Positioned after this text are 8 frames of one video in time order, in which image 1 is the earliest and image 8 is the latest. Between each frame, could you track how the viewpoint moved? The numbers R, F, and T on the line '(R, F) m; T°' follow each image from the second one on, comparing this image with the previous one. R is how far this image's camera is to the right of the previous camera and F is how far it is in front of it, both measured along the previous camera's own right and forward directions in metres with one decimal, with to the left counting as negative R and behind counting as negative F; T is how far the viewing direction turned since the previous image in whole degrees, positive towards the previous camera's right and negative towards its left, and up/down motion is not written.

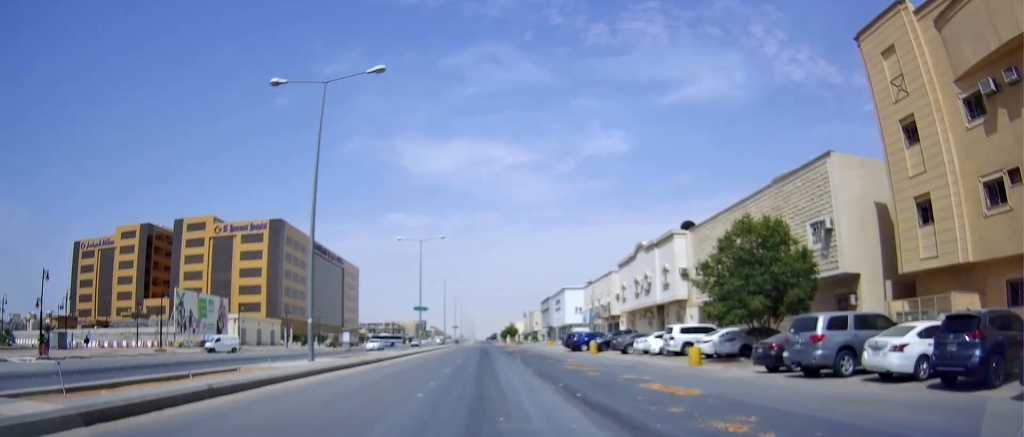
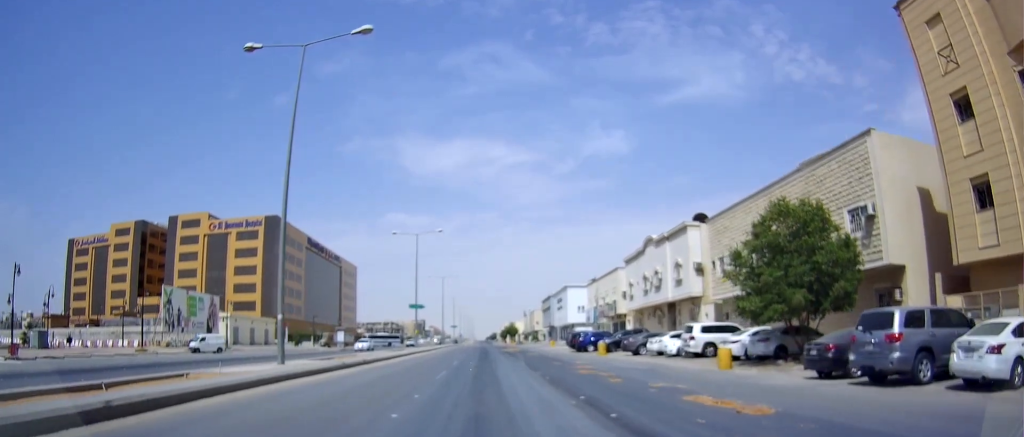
(+0.1, +3.3) m; -1°
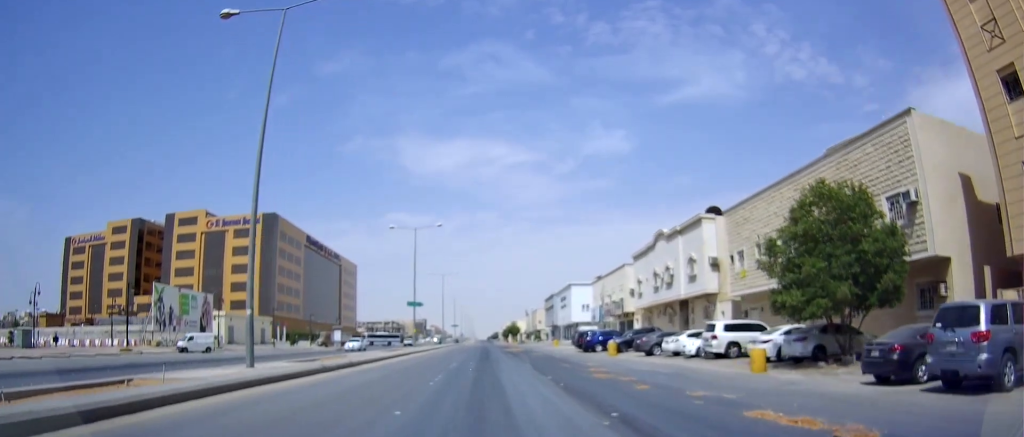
(+0.1, +2.7) m; -1°
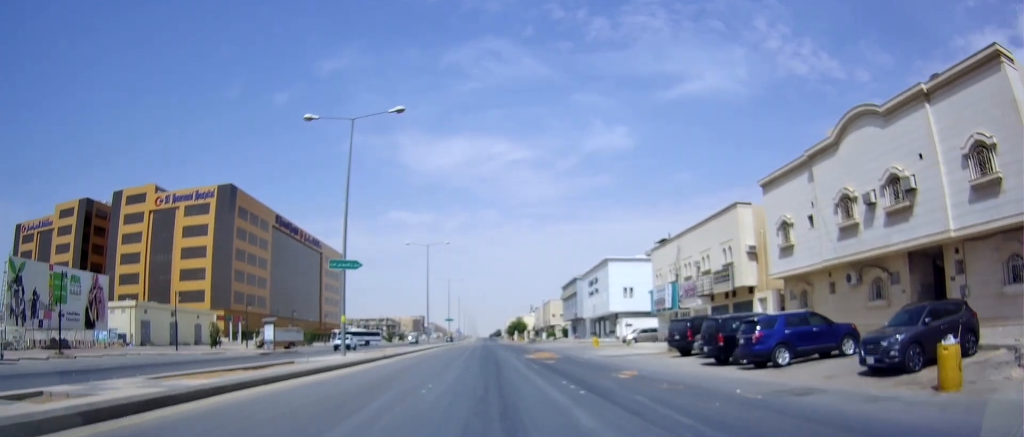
(-0.7, +29.6) m; 0°
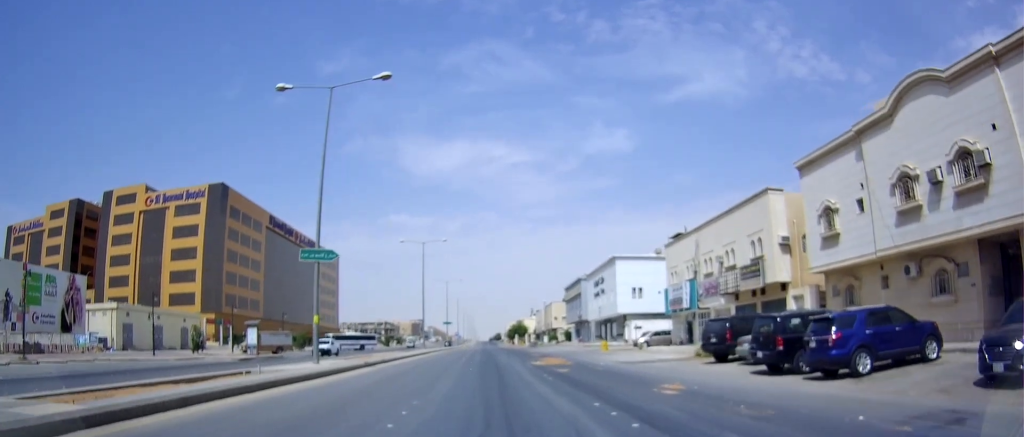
(-0.1, +4.6) m; -1°
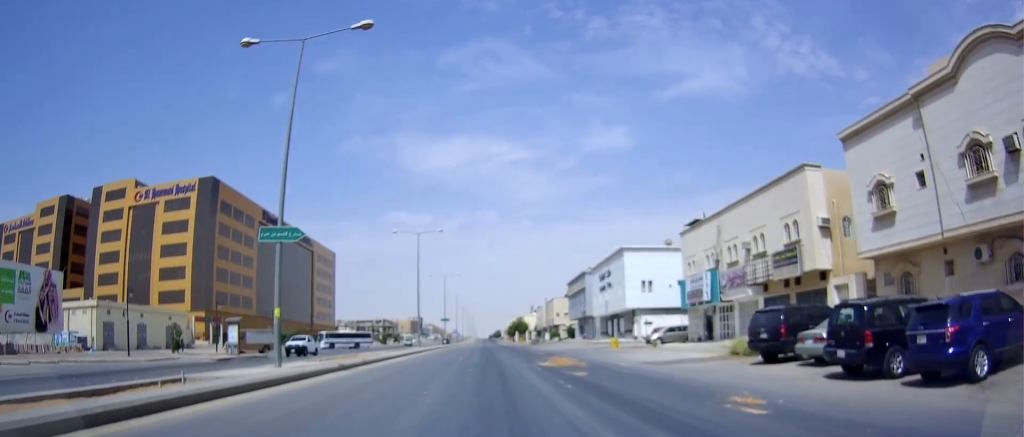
(0.0, +4.4) m; -1°
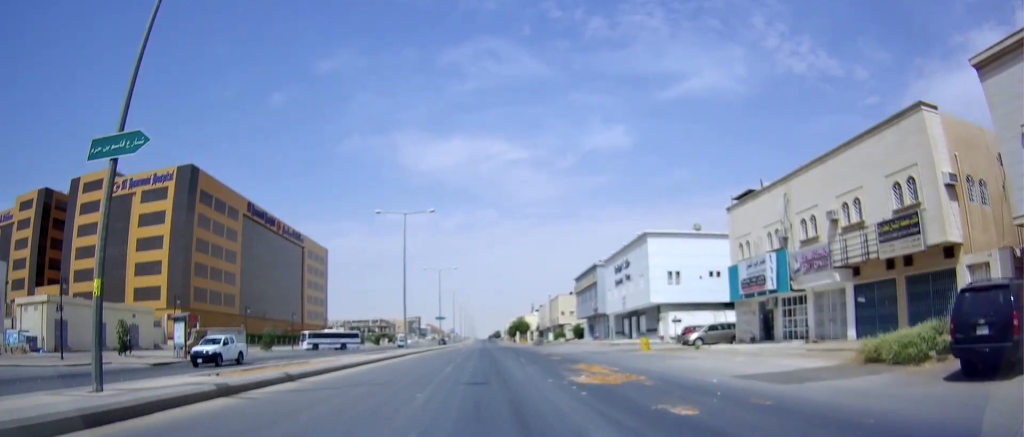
(0.0, +9.7) m; 0°
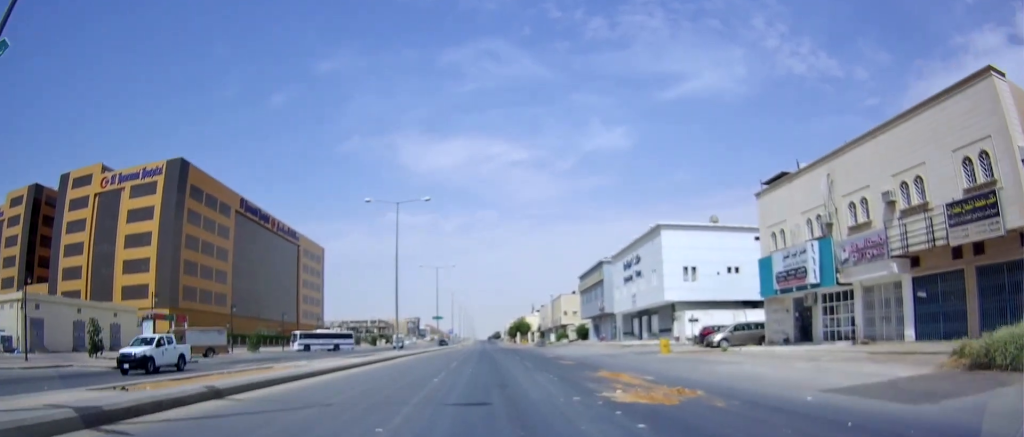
(0.0, +4.5) m; 0°
